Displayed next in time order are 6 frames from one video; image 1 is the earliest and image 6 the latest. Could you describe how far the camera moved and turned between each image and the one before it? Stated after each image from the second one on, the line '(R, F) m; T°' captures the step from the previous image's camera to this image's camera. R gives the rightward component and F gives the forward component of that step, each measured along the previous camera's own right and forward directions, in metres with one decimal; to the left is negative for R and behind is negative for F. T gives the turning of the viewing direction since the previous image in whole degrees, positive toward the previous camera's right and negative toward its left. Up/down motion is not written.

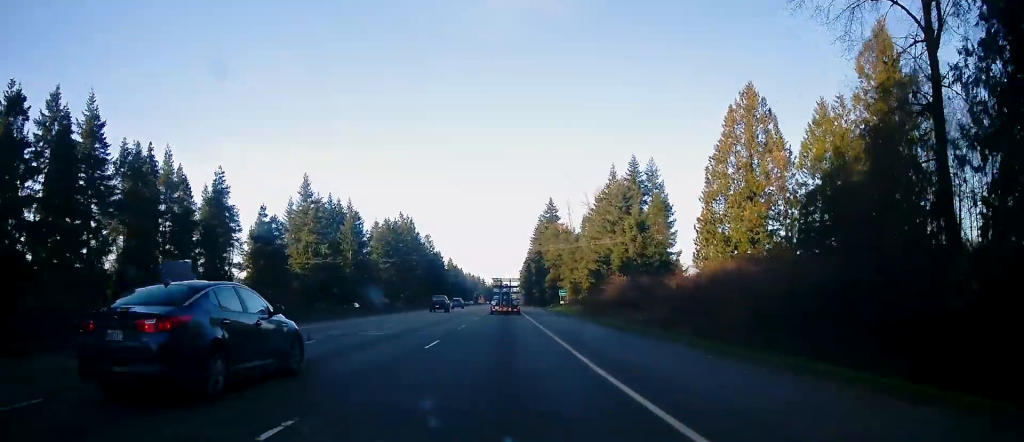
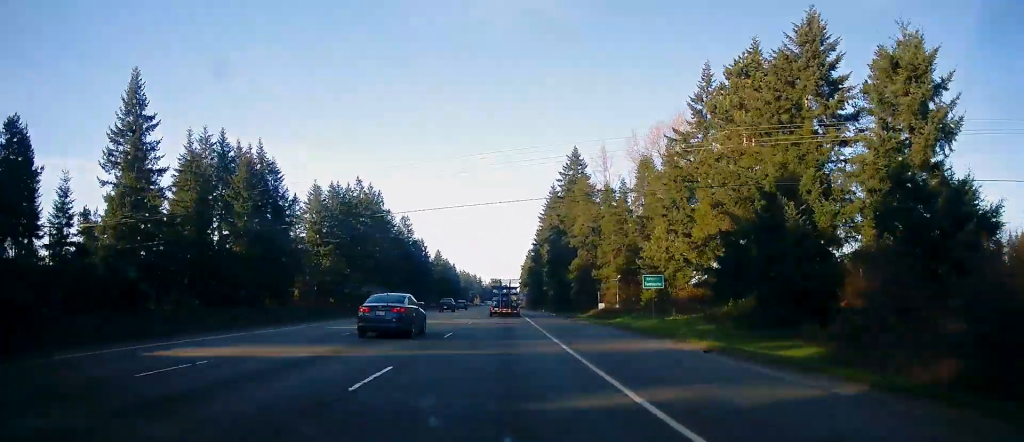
(-0.2, +68.1) m; 0°
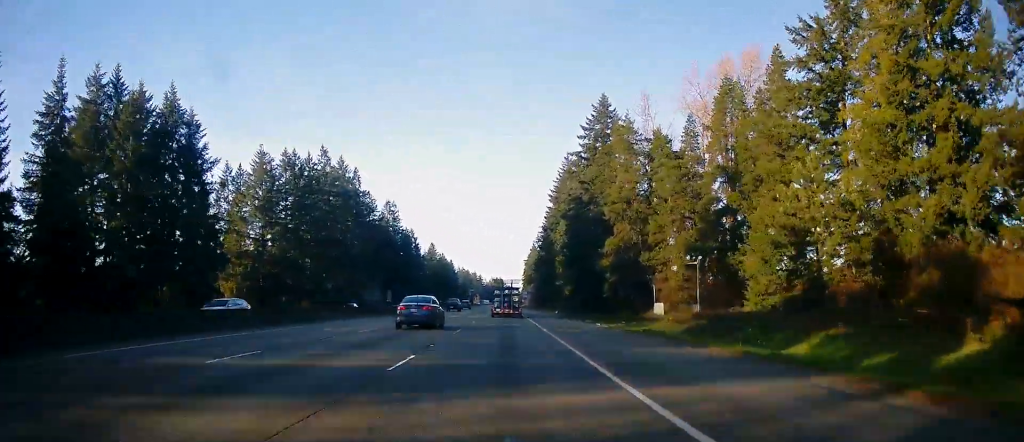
(-0.2, +34.5) m; 0°
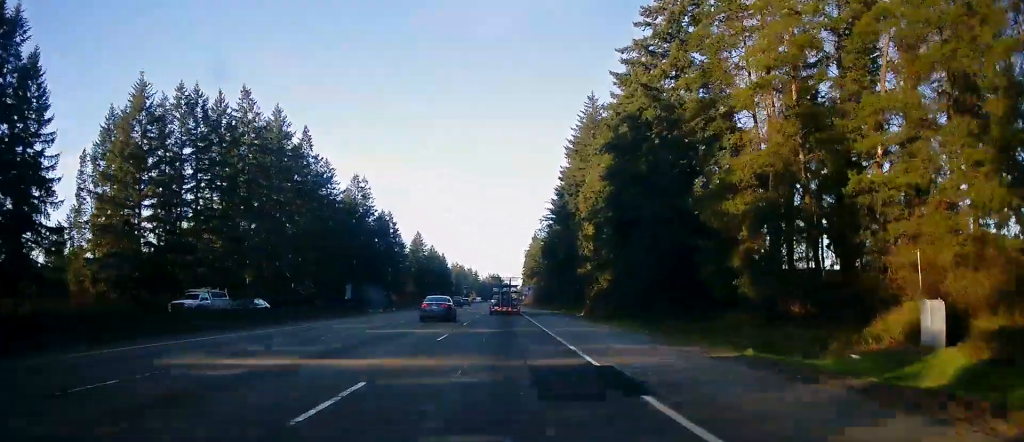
(+0.1, +40.9) m; 0°
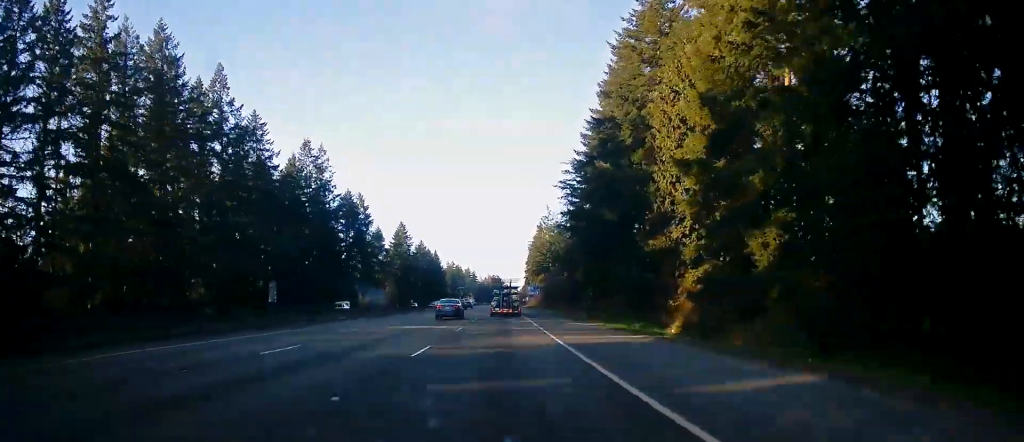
(+0.1, +41.0) m; 0°
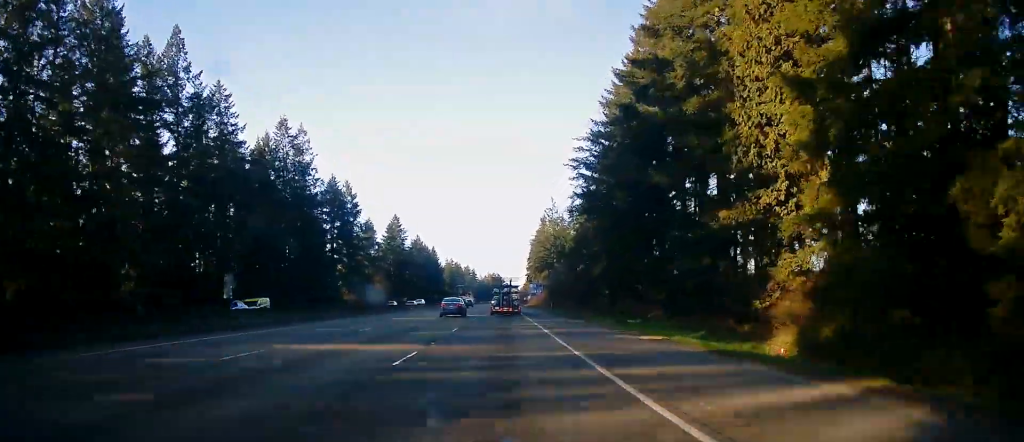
(-0.1, +14.2) m; 0°
